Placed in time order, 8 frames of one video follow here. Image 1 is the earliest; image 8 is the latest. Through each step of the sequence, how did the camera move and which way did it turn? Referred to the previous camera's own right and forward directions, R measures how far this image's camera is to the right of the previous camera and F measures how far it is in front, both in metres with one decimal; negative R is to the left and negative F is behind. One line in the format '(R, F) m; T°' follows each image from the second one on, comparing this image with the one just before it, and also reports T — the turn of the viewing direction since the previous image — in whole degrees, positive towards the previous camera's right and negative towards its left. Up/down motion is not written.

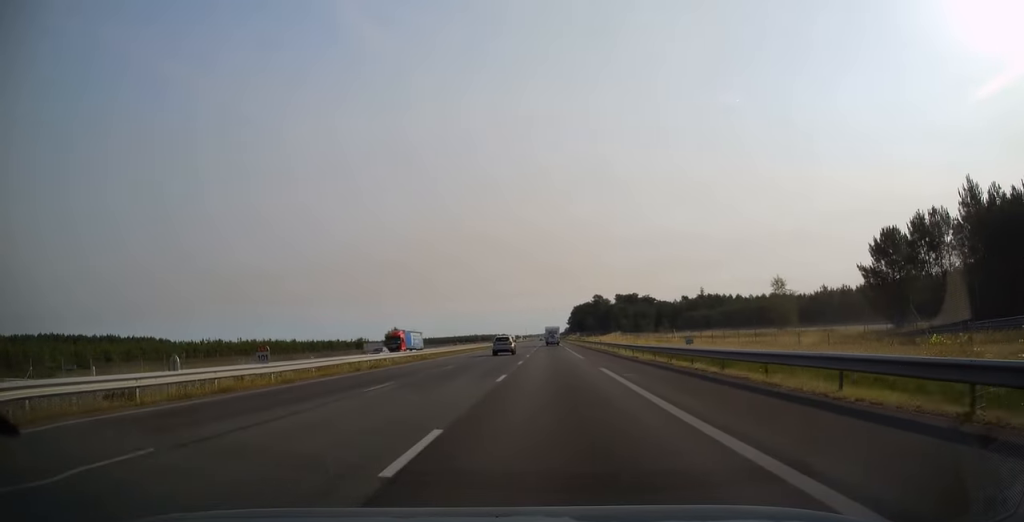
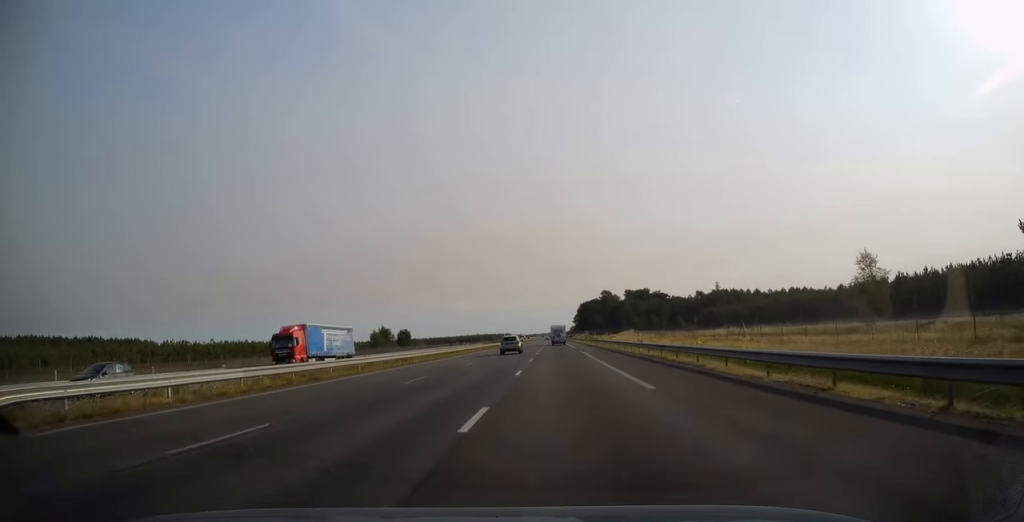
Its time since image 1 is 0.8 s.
(0.0, +23.1) m; 0°
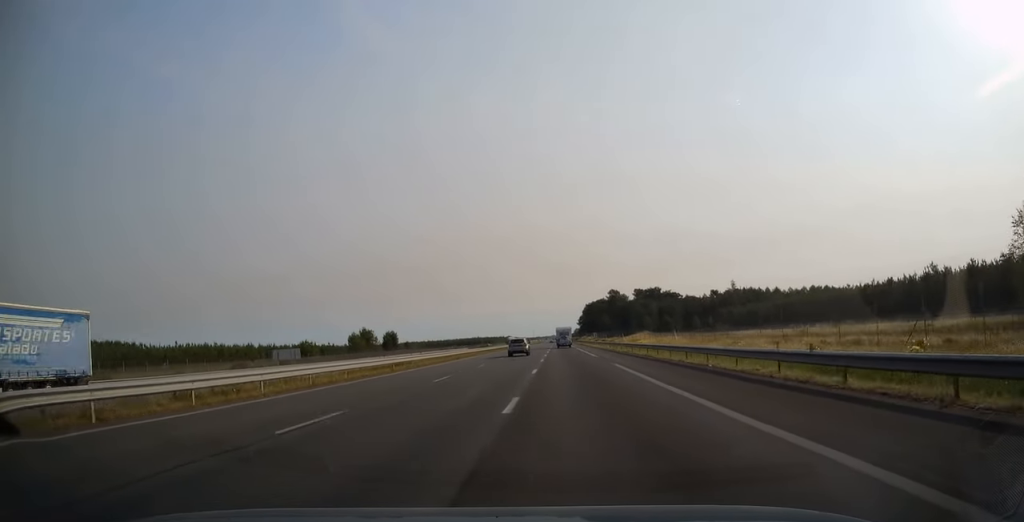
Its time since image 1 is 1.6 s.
(-0.1, +23.6) m; 0°
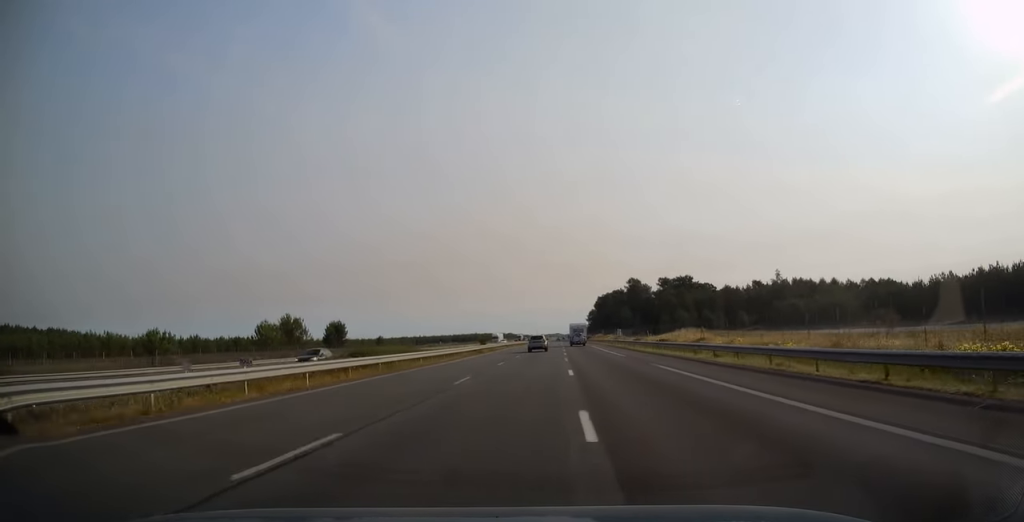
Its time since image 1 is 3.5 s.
(-0.2, +55.7) m; -1°
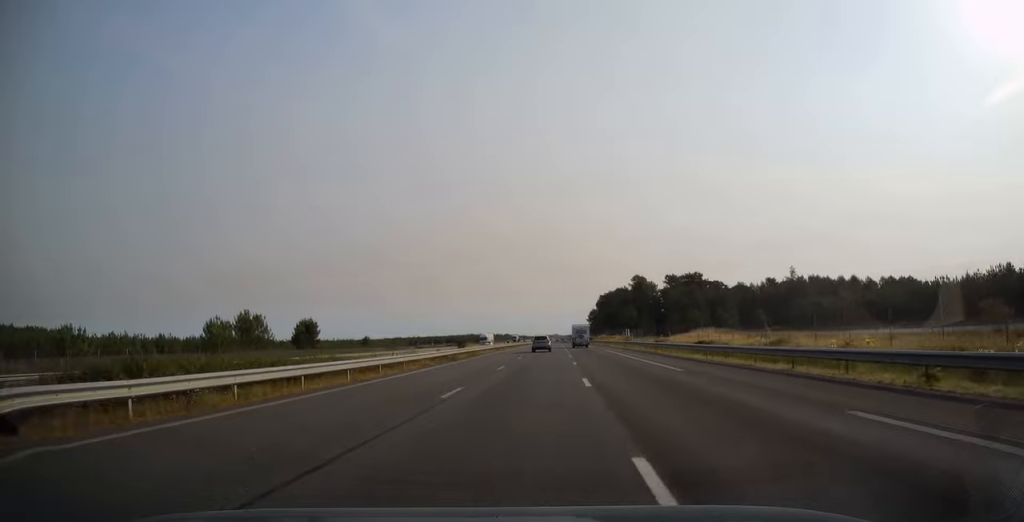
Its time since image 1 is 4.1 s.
(-0.2, +17.3) m; 0°
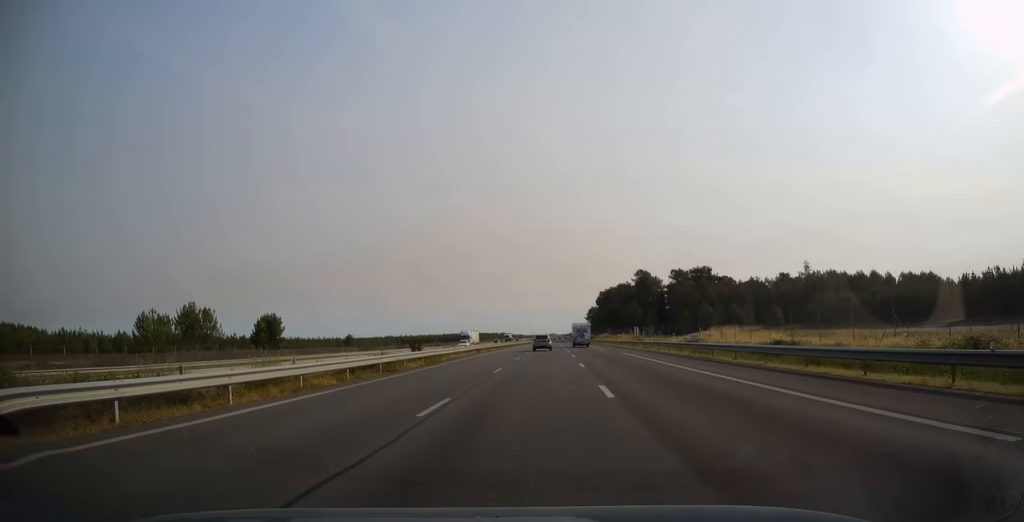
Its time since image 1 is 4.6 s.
(+0.1, +16.8) m; 0°
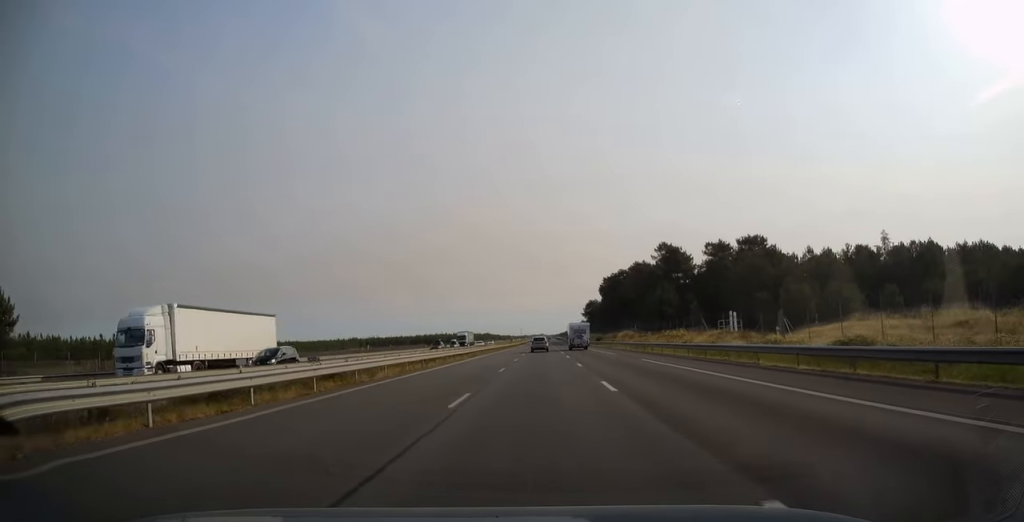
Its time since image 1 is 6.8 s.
(+0.9, +63.6) m; +1°
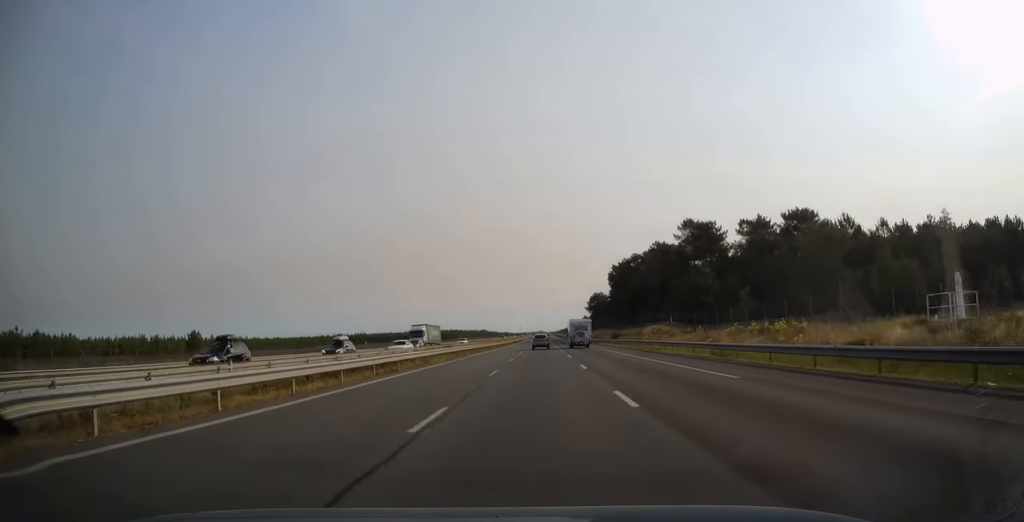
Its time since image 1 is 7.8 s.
(0.0, +29.6) m; 0°
